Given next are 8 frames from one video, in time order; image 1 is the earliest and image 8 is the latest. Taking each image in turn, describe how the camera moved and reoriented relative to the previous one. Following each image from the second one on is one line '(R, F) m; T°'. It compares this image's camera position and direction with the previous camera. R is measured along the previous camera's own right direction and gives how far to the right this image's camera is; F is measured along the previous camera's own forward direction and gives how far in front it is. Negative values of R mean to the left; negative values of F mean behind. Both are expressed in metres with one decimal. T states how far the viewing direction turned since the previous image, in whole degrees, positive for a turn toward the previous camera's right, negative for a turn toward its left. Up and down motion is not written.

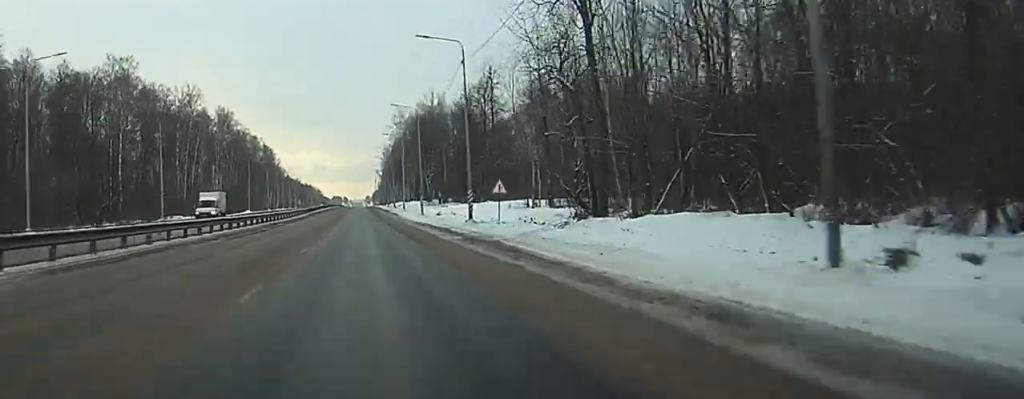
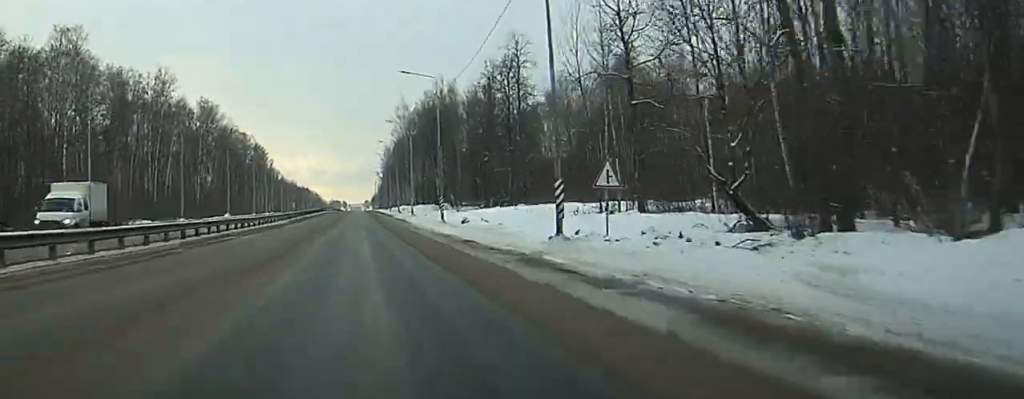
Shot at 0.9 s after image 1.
(0.0, +25.7) m; 0°
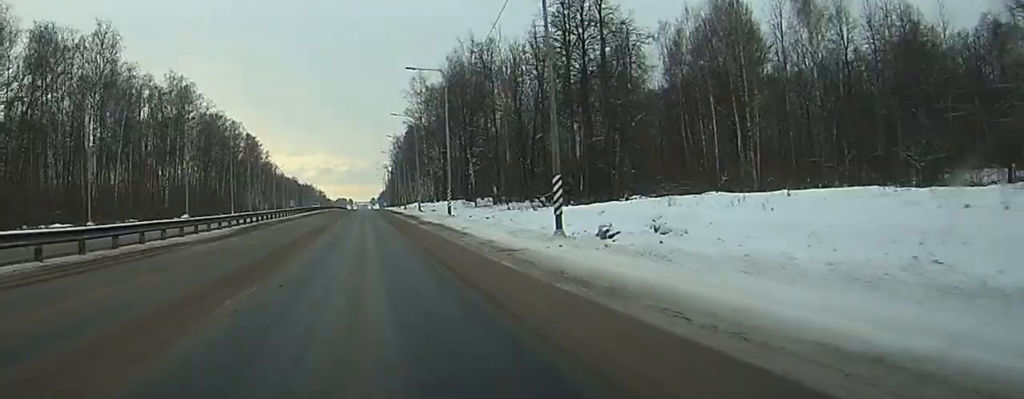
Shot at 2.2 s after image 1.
(+0.3, +38.4) m; +1°
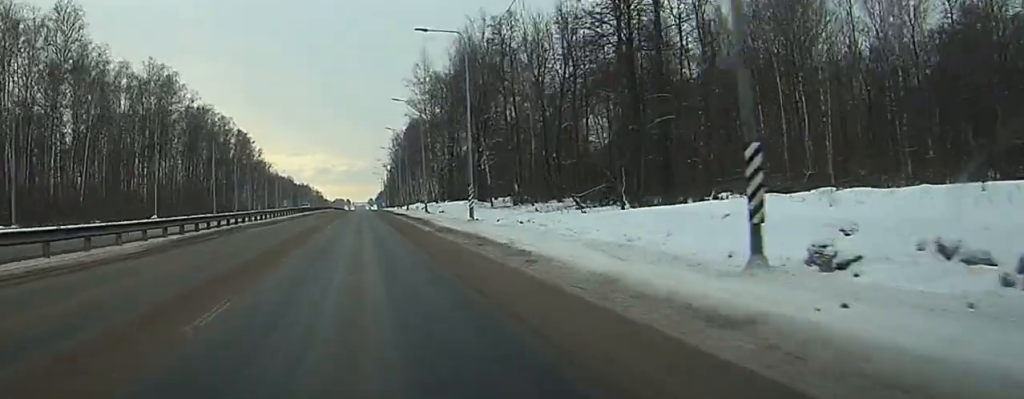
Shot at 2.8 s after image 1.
(0.0, +14.6) m; 0°
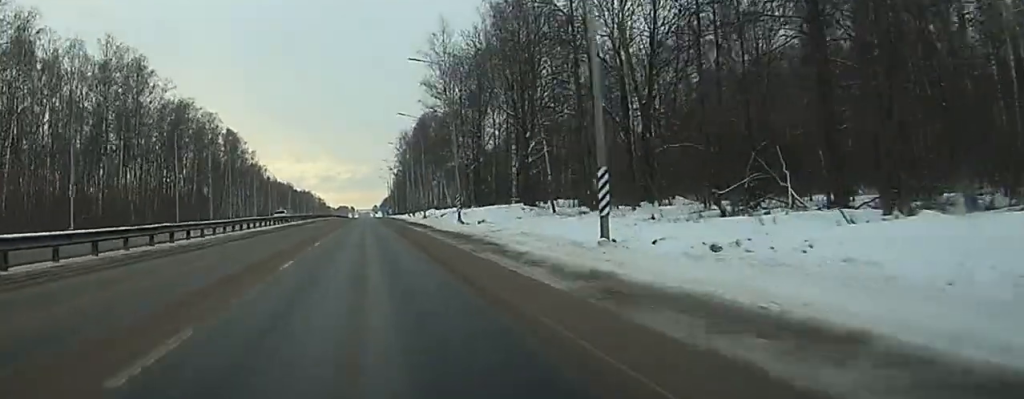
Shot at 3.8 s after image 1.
(0.0, +26.7) m; 0°
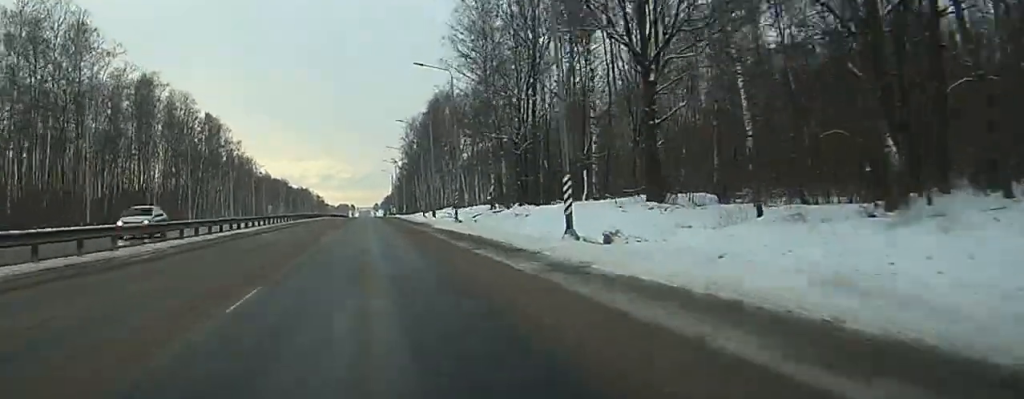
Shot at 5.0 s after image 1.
(0.0, +31.3) m; 0°
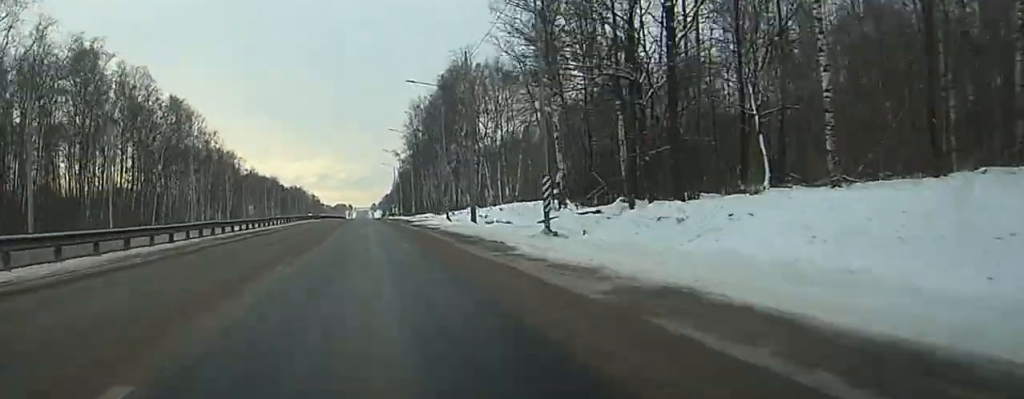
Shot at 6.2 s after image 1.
(0.0, +31.0) m; 0°
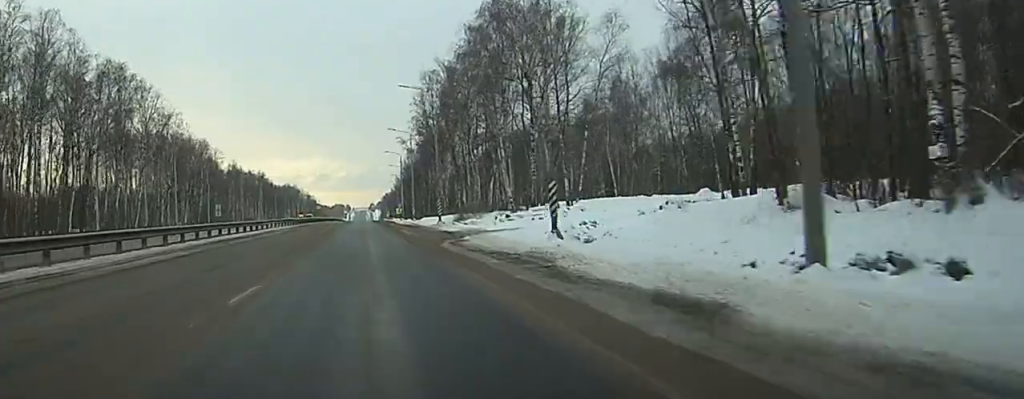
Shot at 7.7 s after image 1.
(-0.1, +38.7) m; 0°
